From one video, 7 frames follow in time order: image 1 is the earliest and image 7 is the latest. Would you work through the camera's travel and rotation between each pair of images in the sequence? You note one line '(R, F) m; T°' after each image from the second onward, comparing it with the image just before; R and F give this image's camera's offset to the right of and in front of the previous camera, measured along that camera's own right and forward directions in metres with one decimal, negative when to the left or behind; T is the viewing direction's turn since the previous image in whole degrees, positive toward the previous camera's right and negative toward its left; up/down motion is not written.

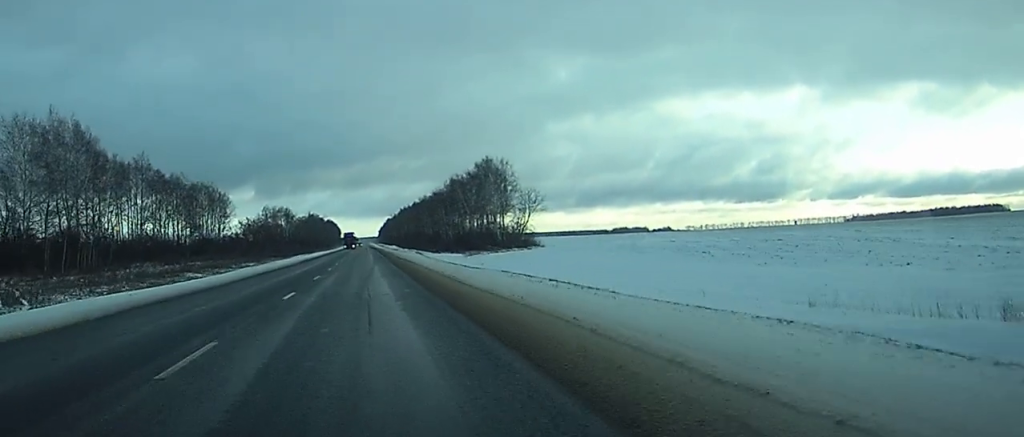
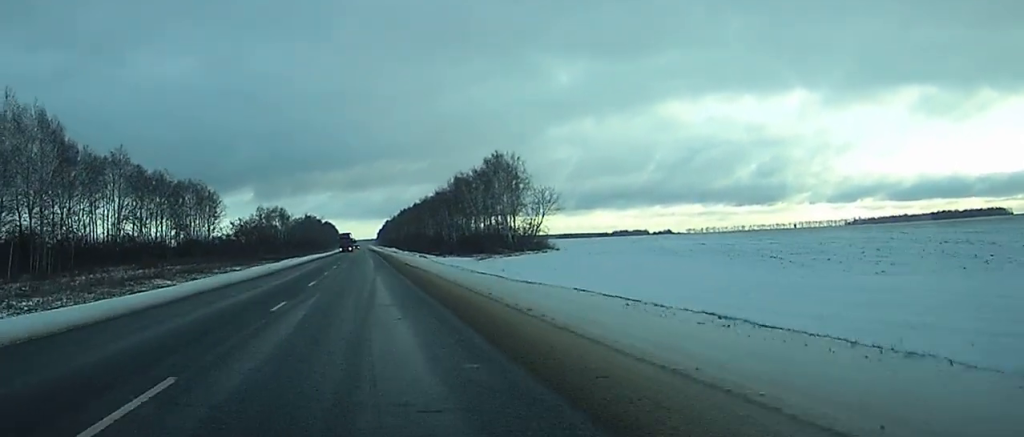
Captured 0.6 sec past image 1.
(0.0, +14.3) m; 0°
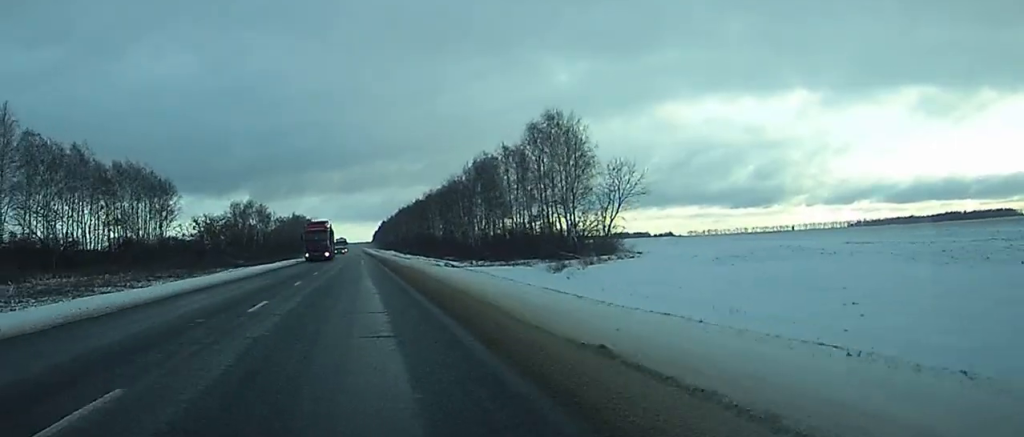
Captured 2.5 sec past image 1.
(+0.4, +48.5) m; +1°
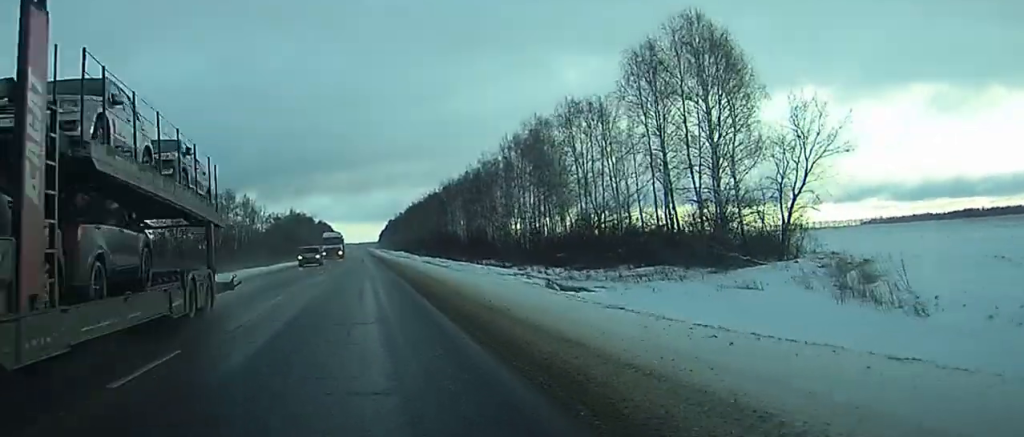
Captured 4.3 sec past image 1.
(+0.6, +44.6) m; +2°
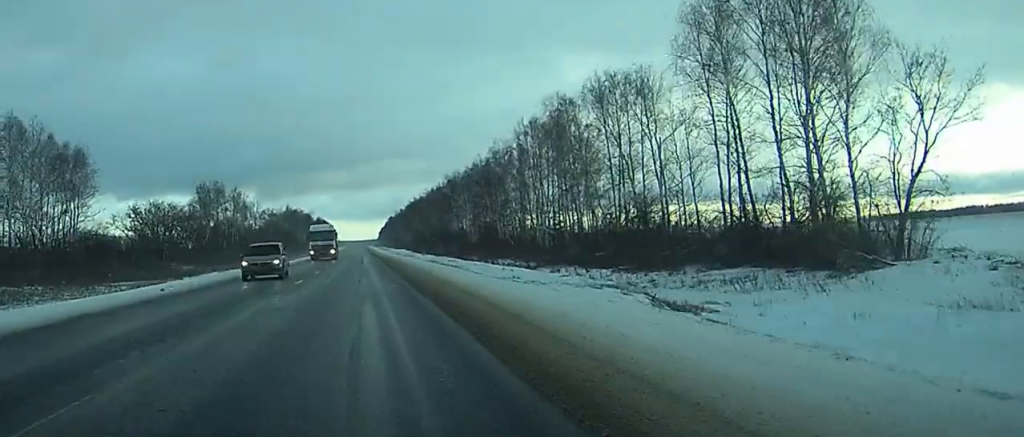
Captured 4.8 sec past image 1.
(+0.2, +14.4) m; +1°
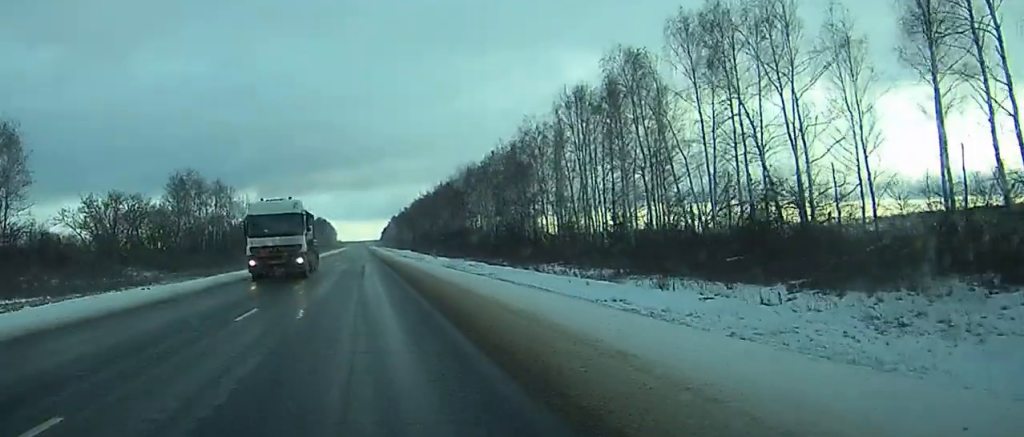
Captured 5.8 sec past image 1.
(0.0, +25.4) m; -4°
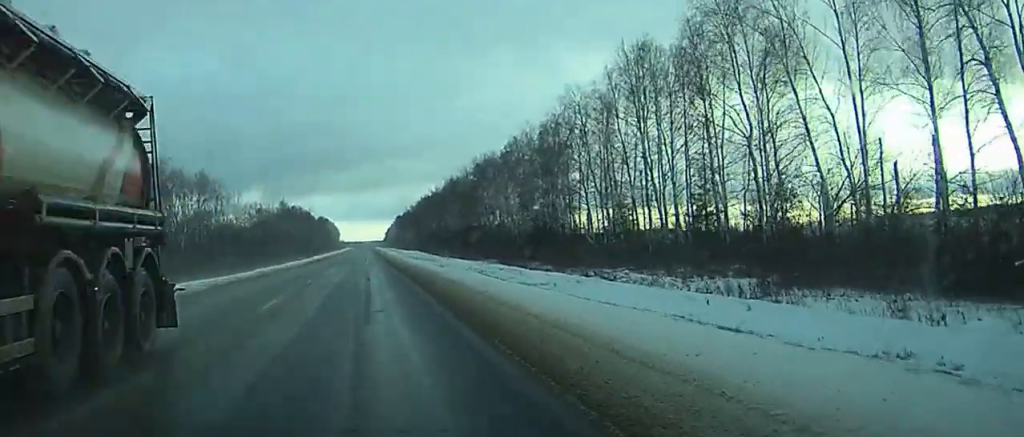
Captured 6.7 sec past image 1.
(-1.3, +21.2) m; -1°
